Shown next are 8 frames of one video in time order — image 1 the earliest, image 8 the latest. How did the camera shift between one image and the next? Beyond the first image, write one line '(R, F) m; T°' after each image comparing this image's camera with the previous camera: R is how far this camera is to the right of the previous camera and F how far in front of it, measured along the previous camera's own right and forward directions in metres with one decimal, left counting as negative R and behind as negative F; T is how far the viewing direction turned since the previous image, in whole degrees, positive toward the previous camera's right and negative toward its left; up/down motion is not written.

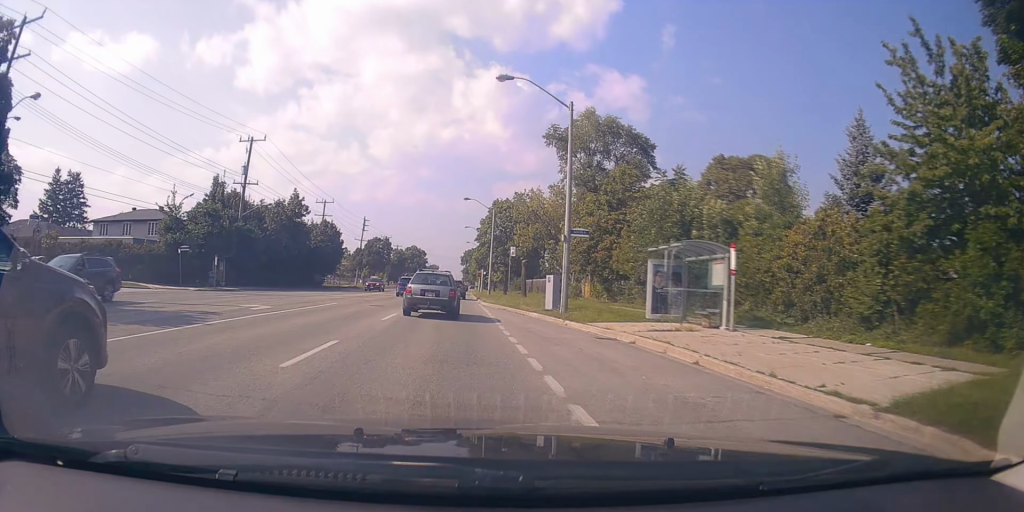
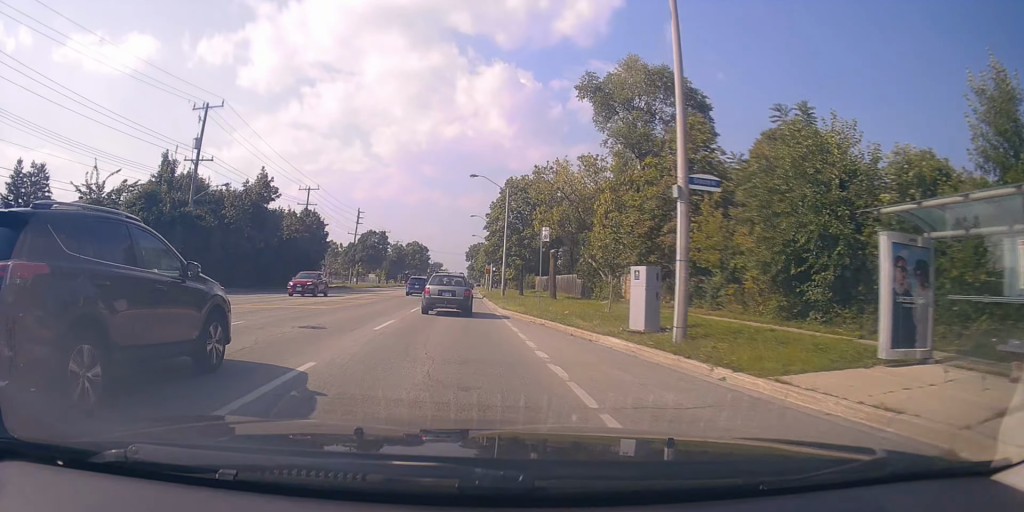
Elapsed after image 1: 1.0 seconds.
(-0.2, +12.1) m; 0°
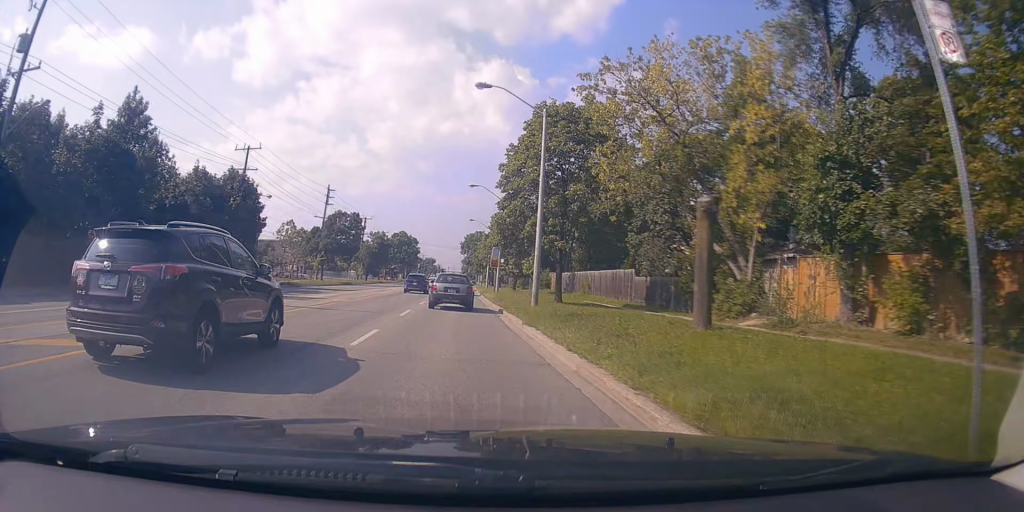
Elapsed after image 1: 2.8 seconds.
(0.0, +21.7) m; +1°
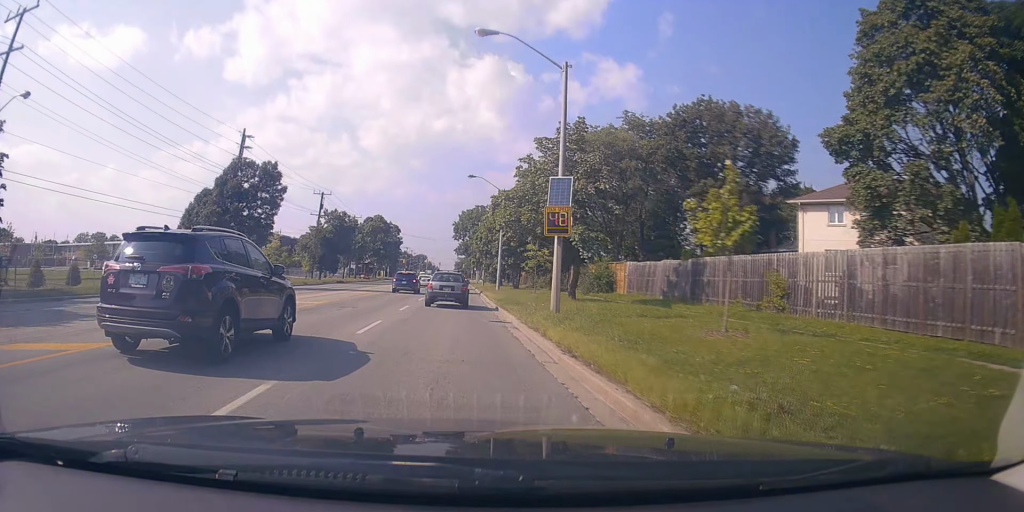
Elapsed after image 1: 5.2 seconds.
(0.0, +33.4) m; 0°
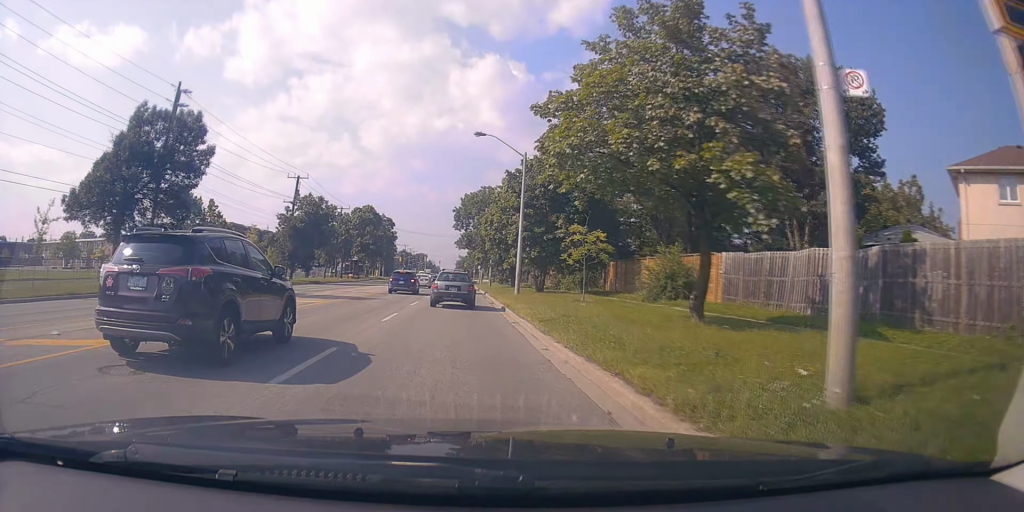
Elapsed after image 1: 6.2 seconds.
(+0.3, +14.4) m; +1°
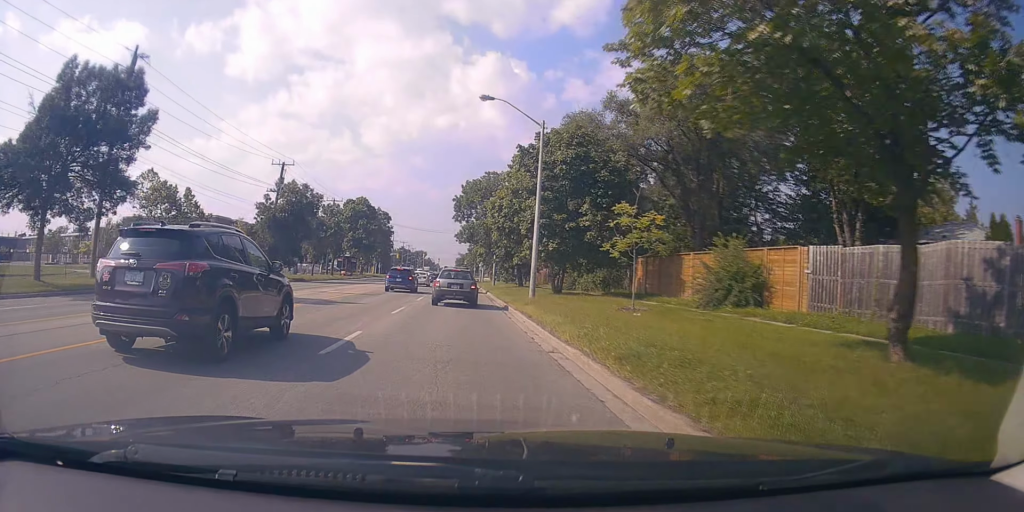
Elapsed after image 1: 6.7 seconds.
(0.0, +7.0) m; 0°
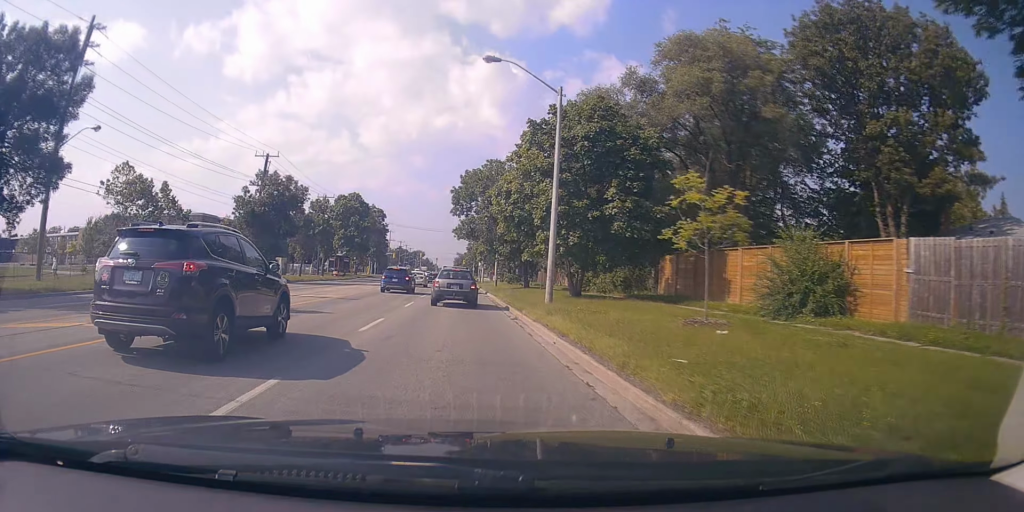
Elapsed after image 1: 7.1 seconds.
(0.0, +5.5) m; 0°
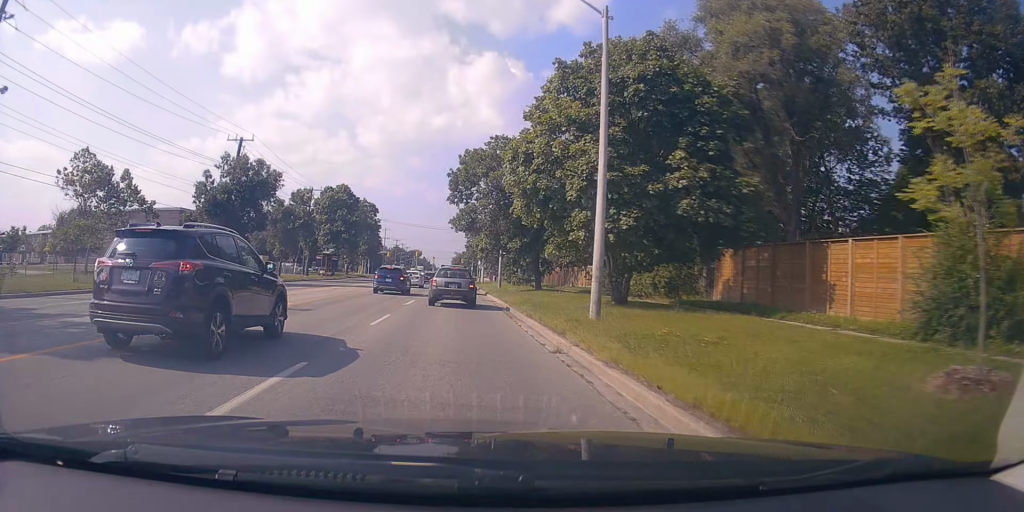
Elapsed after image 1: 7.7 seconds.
(0.0, +8.0) m; 0°
